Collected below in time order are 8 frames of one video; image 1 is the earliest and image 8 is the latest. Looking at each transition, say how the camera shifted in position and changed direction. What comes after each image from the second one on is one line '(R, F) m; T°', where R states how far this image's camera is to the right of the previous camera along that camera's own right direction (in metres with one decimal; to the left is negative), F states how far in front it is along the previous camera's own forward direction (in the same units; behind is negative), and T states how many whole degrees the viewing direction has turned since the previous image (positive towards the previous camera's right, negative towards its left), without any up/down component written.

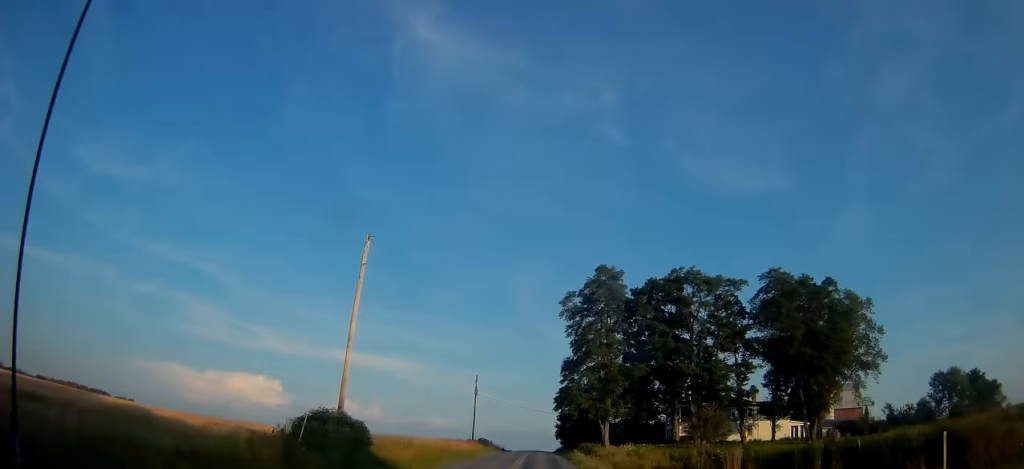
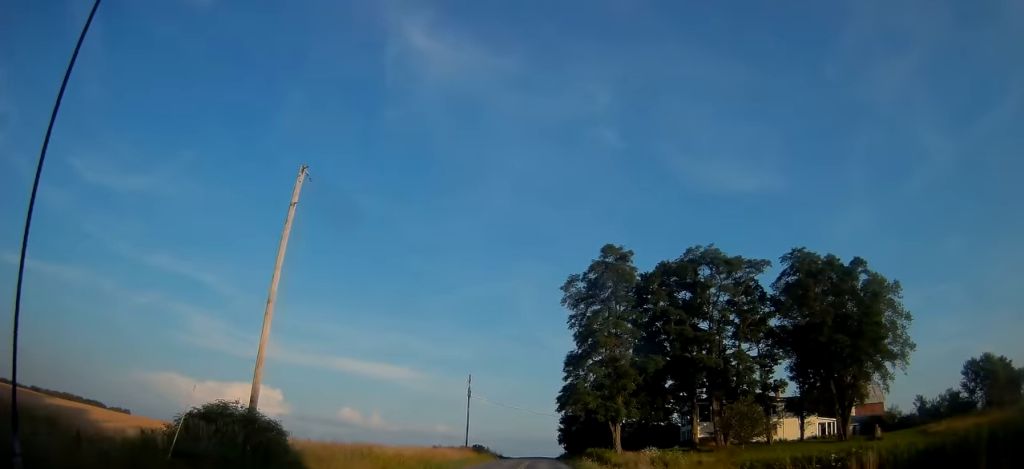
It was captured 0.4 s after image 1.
(0.0, +8.3) m; 0°
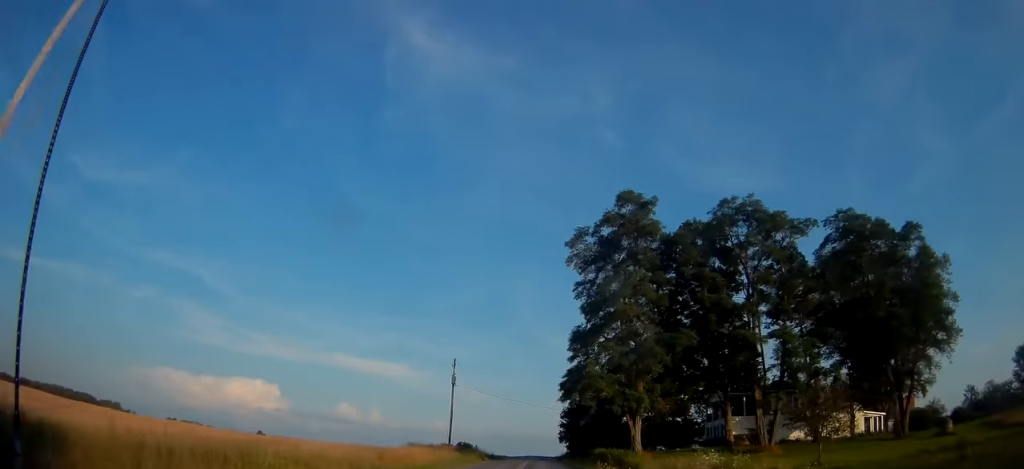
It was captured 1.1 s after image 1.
(+0.1, +12.2) m; 0°
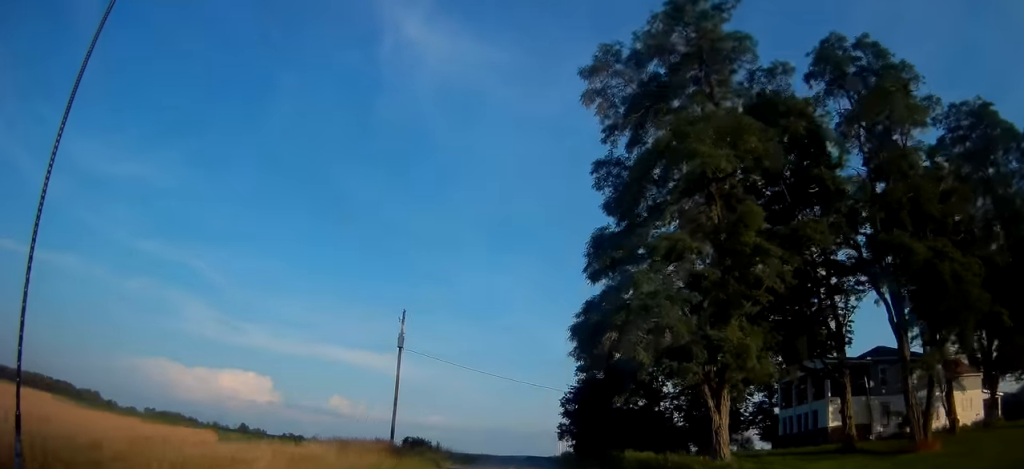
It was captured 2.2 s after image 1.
(0.0, +21.7) m; +1°
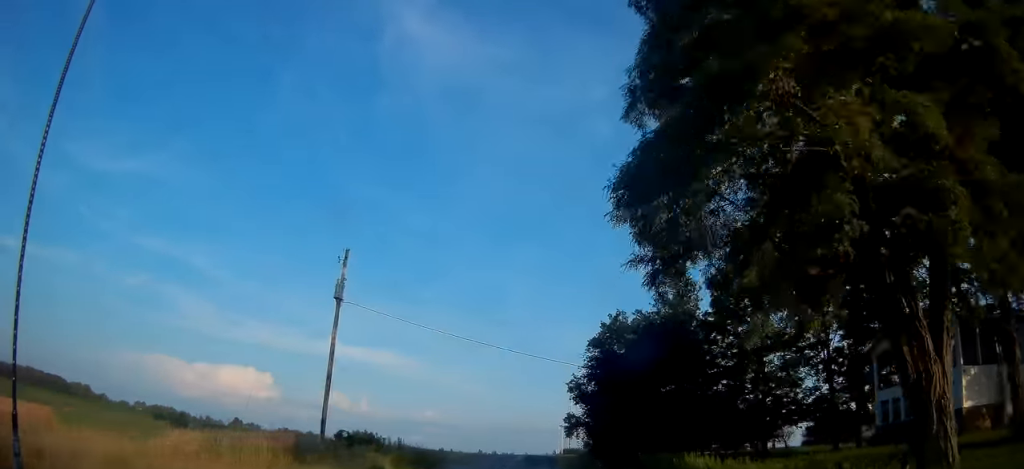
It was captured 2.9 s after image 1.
(0.0, +13.4) m; 0°
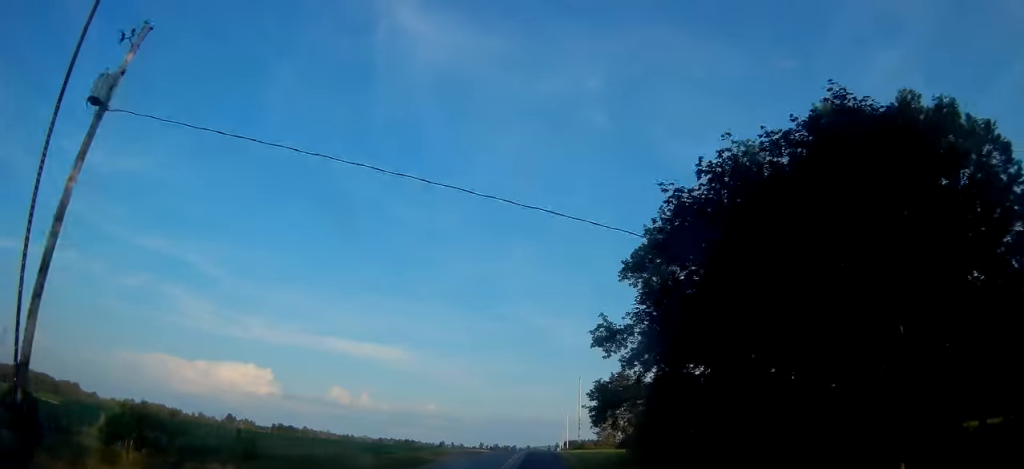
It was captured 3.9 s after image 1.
(+0.2, +18.5) m; 0°
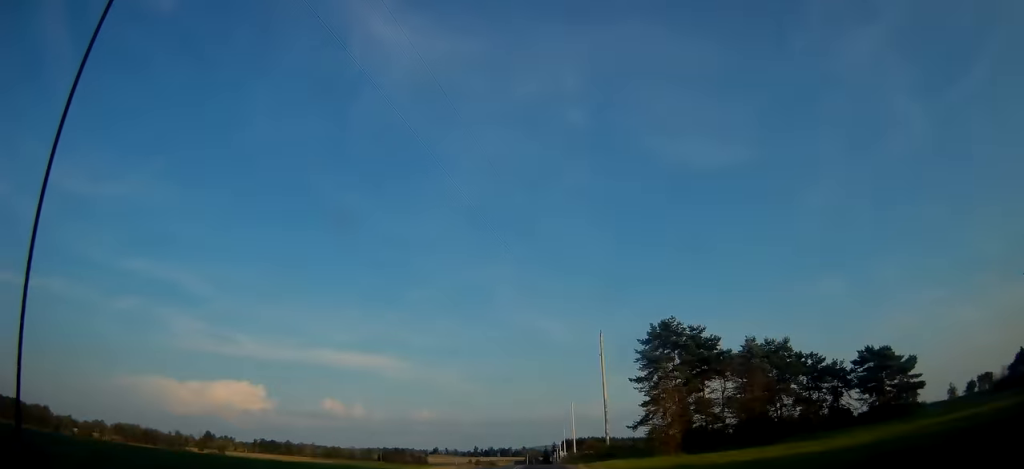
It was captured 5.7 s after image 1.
(+0.1, +35.6) m; 0°
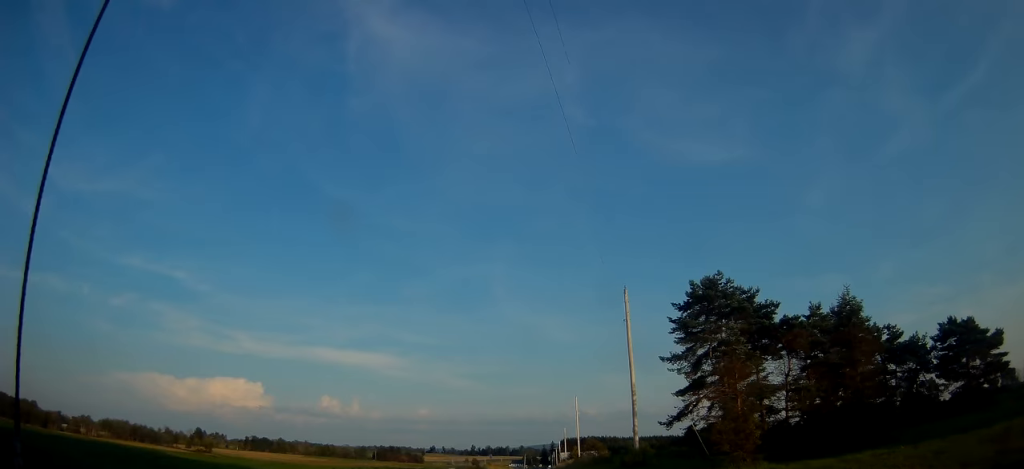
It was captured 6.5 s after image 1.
(-0.3, +15.0) m; 0°
